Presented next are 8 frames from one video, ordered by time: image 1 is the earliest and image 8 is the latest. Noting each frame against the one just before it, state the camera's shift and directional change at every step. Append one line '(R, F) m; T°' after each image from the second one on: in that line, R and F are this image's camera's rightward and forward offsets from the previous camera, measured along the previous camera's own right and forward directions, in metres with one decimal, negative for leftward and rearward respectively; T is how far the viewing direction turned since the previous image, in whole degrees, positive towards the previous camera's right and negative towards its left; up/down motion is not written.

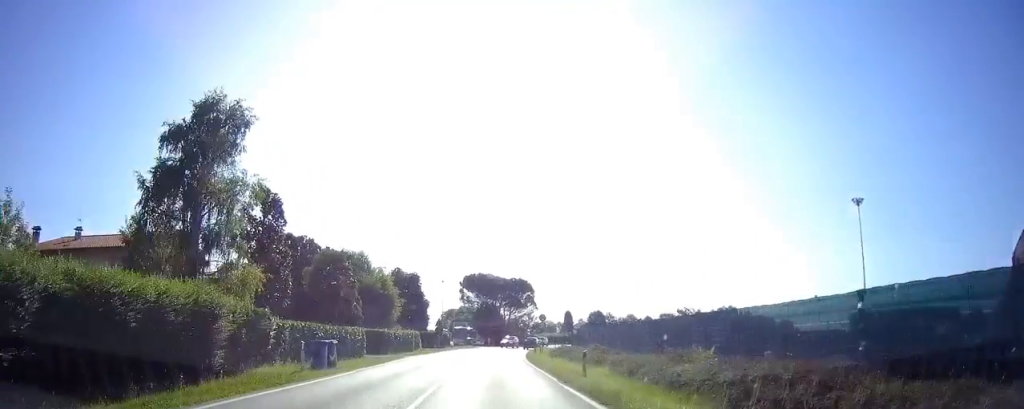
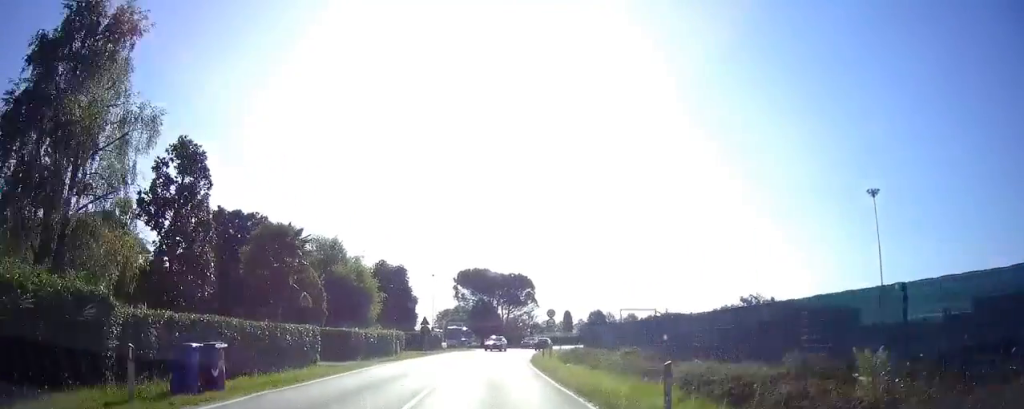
(+0.1, +8.1) m; +1°
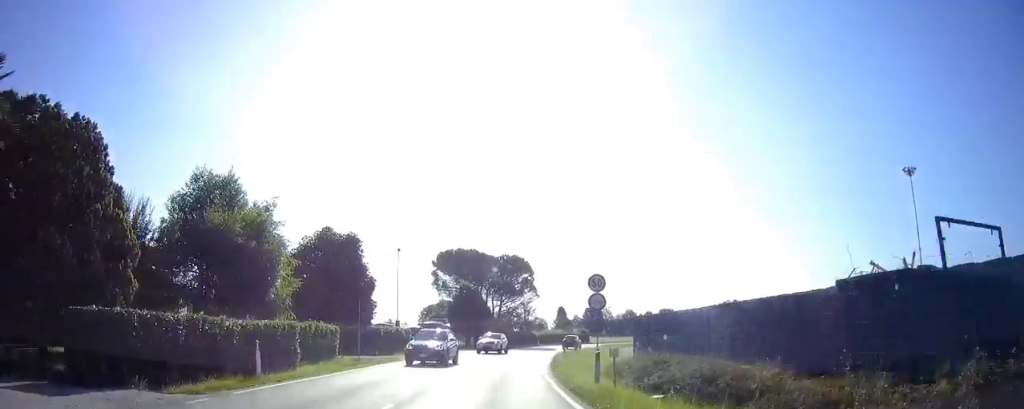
(+0.2, +18.5) m; +3°
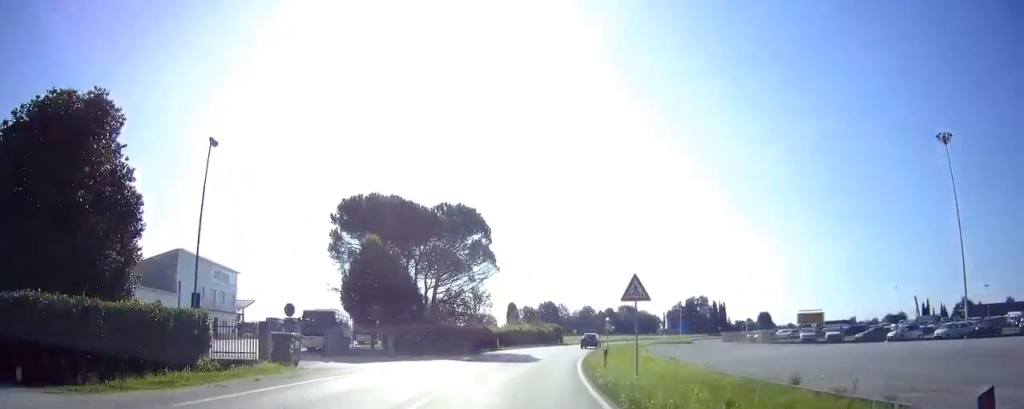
(+1.9, +27.1) m; +10°
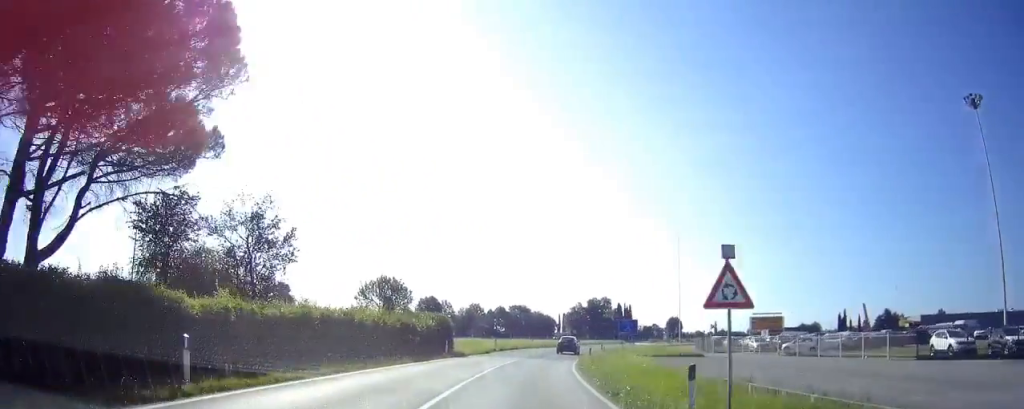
(+4.2, +34.4) m; +11°
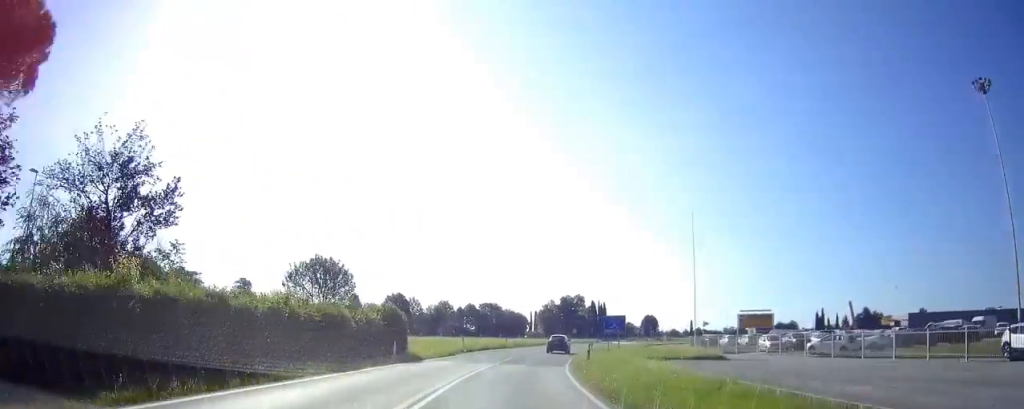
(0.0, +7.5) m; +2°
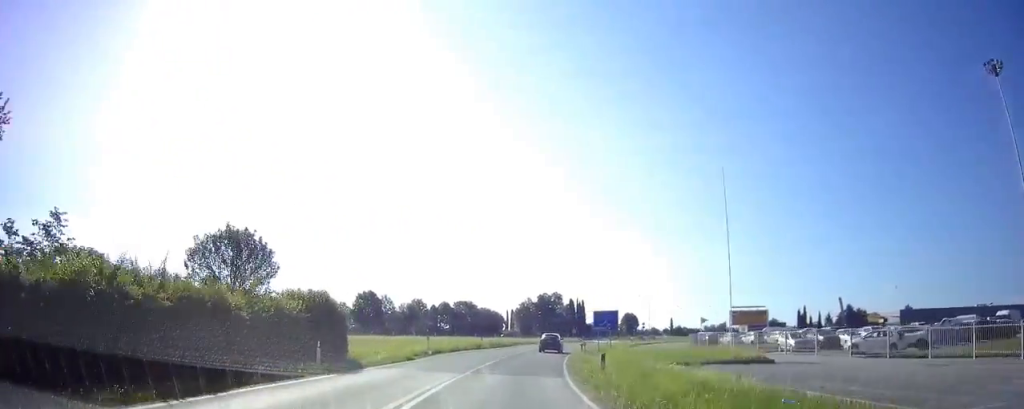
(0.0, +8.5) m; +2°
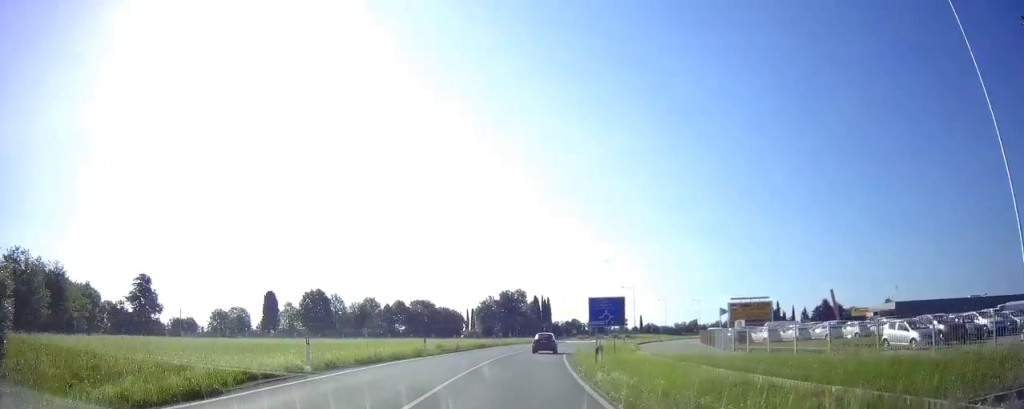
(+0.9, +15.2) m; +5°
